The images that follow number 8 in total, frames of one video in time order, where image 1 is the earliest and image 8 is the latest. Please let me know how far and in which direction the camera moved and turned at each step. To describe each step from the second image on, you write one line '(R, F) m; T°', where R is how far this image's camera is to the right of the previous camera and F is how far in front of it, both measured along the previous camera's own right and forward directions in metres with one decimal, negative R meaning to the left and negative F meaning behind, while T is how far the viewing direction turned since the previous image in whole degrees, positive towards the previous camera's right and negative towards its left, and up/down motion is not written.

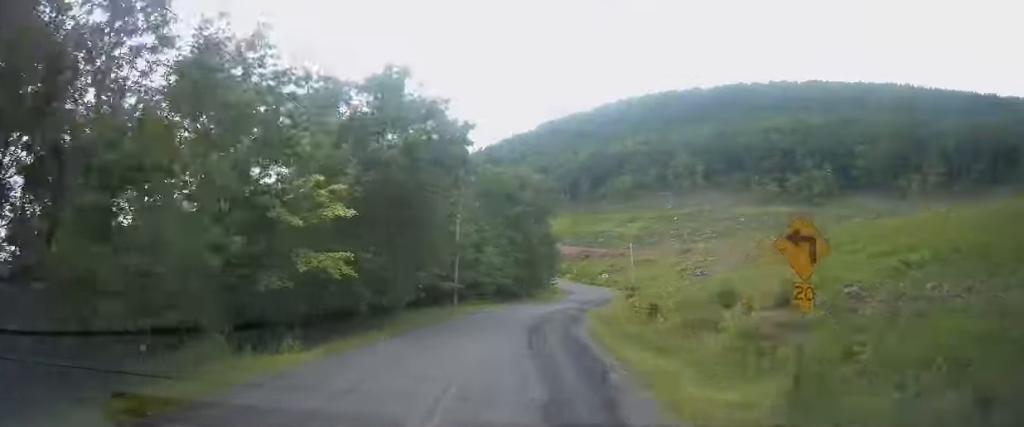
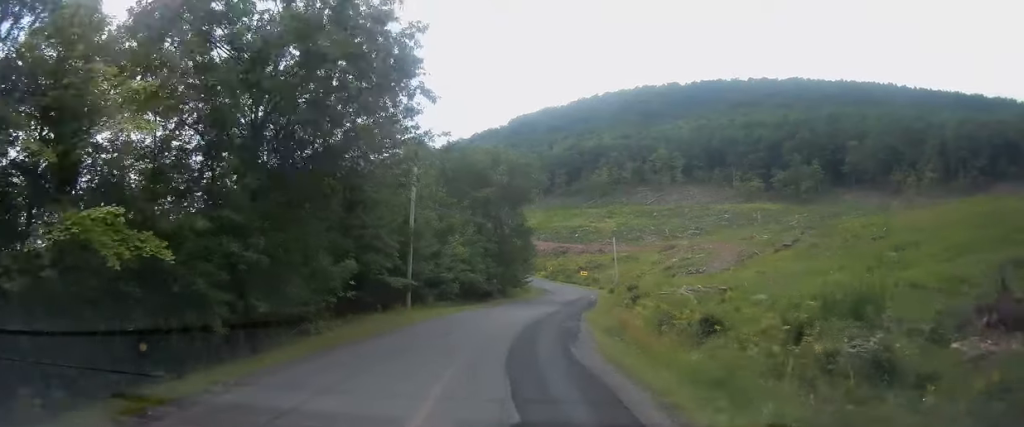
(+0.1, +11.8) m; +2°
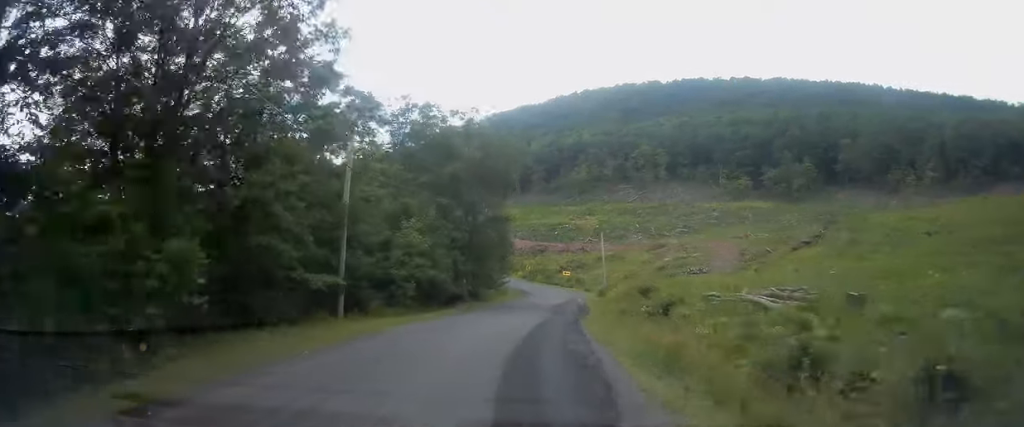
(+0.4, +12.1) m; +4°
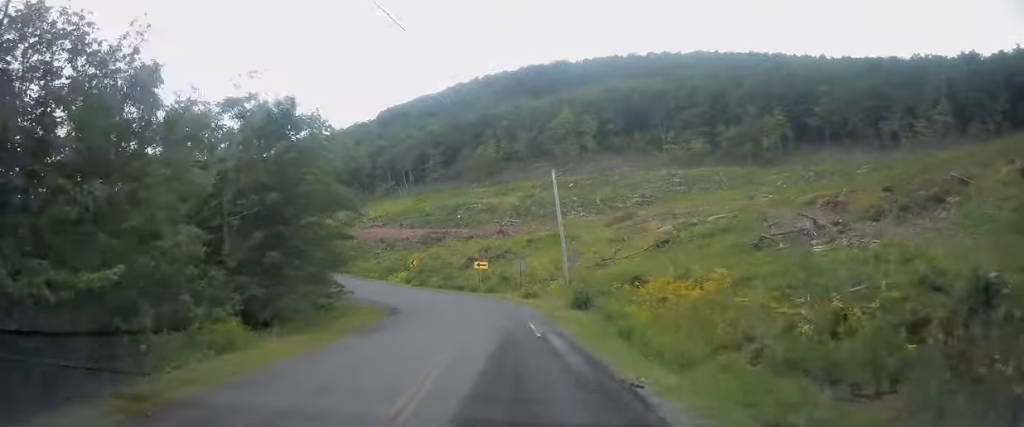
(+5.2, +49.0) m; +8°
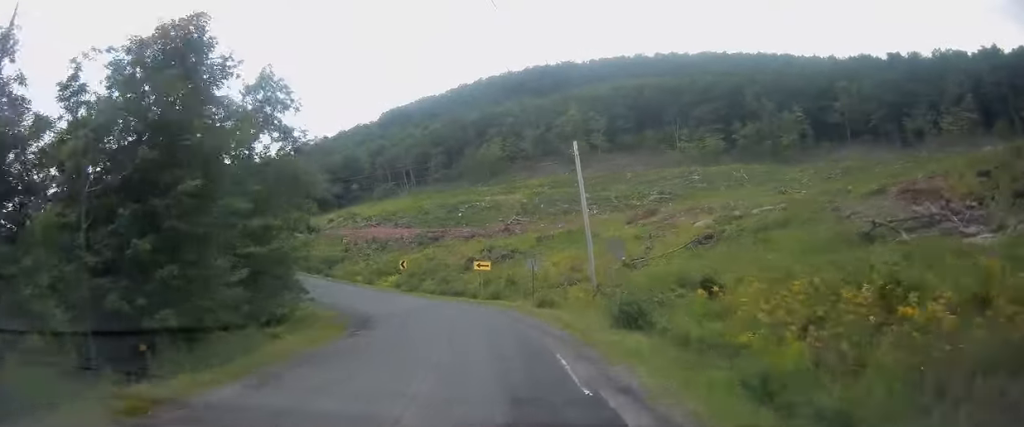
(-0.1, +10.4) m; 0°
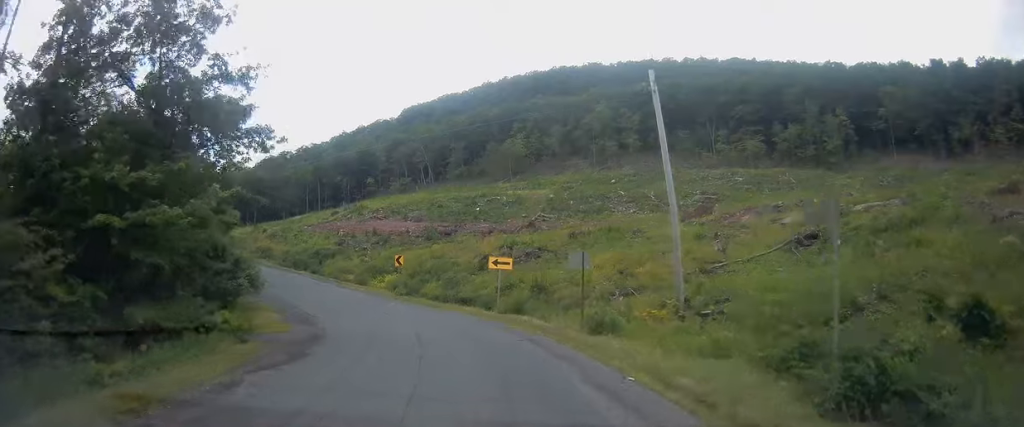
(+0.3, +13.0) m; -2°
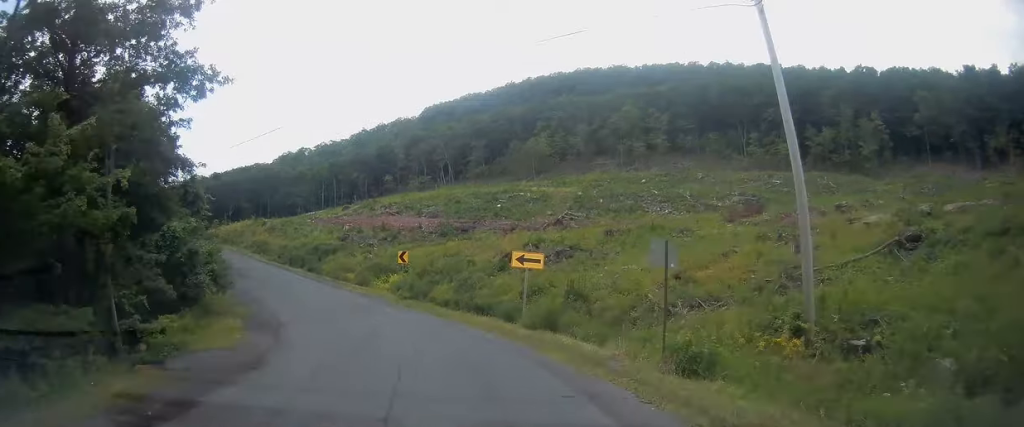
(-0.4, +7.5) m; -5°
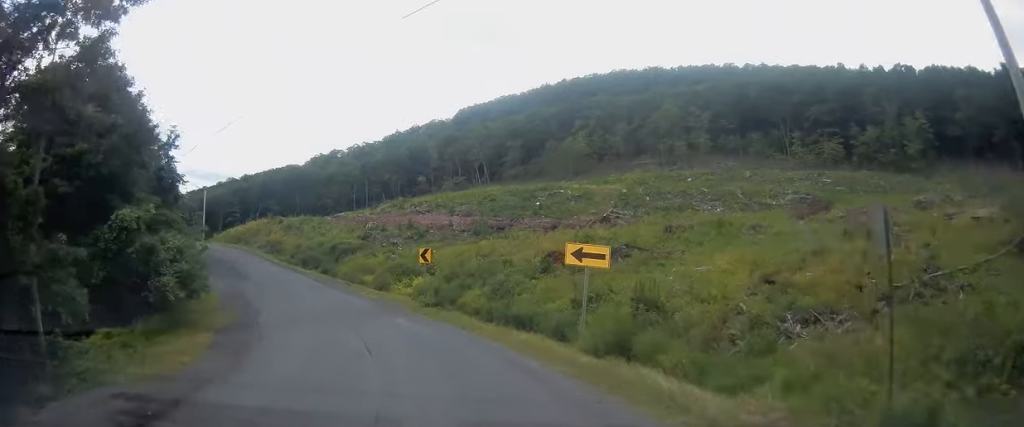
(0.0, +6.6) m; -5°
